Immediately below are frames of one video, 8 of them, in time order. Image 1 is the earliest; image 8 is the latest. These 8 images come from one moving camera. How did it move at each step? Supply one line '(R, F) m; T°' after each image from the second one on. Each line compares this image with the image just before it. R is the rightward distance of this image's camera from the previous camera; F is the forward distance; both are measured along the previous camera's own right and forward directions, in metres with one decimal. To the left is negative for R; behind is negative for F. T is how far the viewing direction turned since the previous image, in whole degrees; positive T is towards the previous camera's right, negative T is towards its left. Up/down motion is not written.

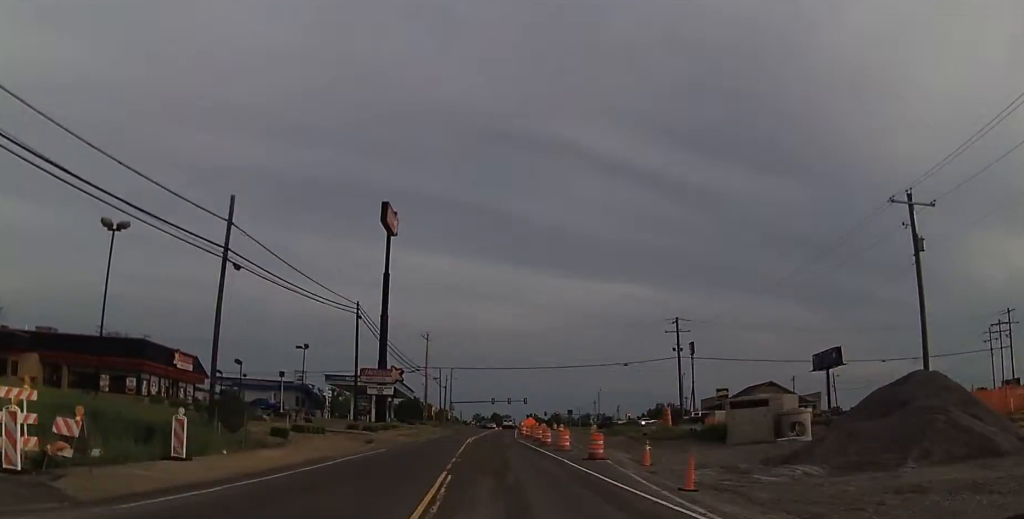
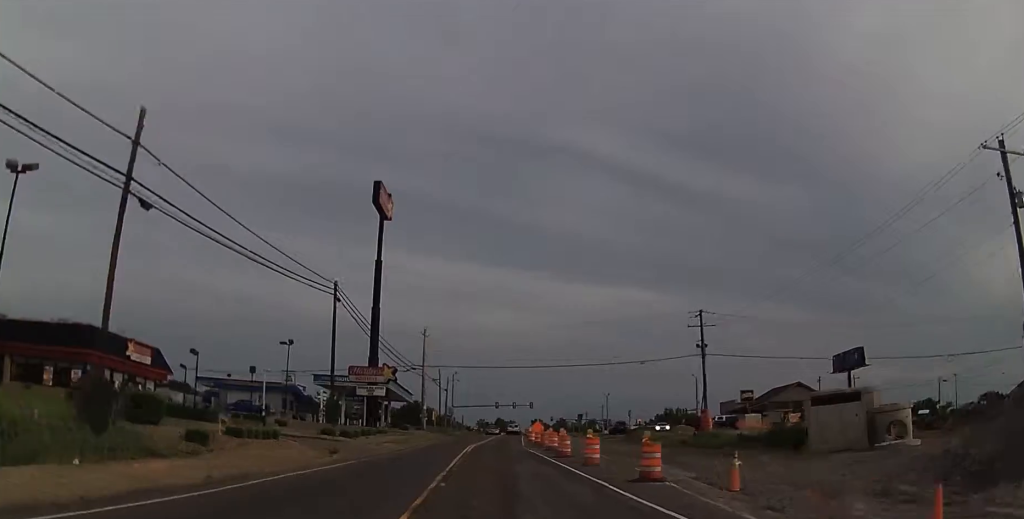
(+0.2, +7.1) m; +1°
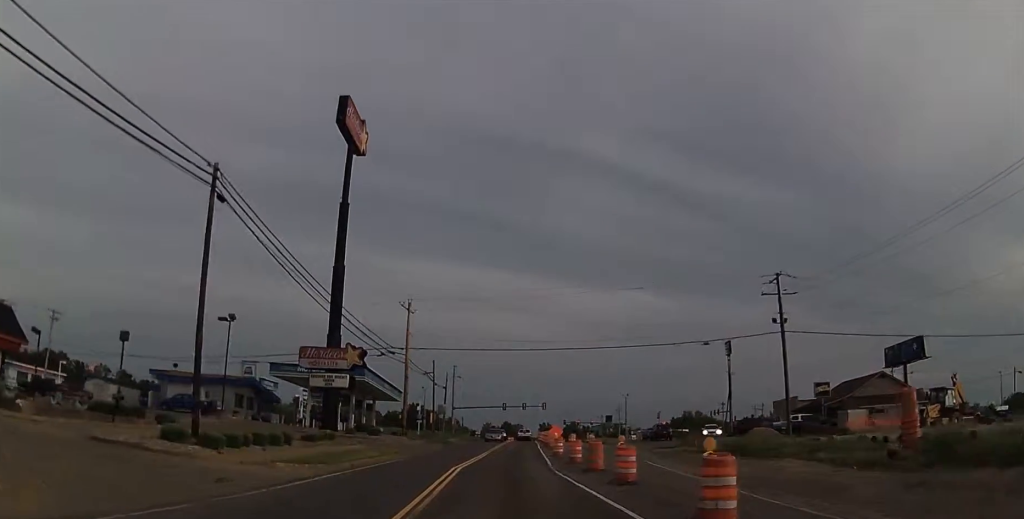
(+0.1, +20.5) m; -1°
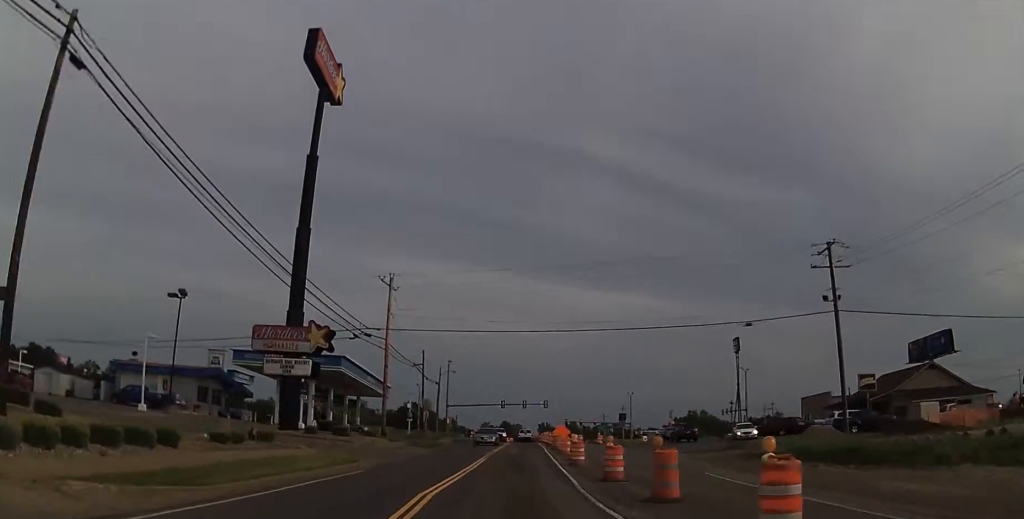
(-0.3, +10.0) m; 0°
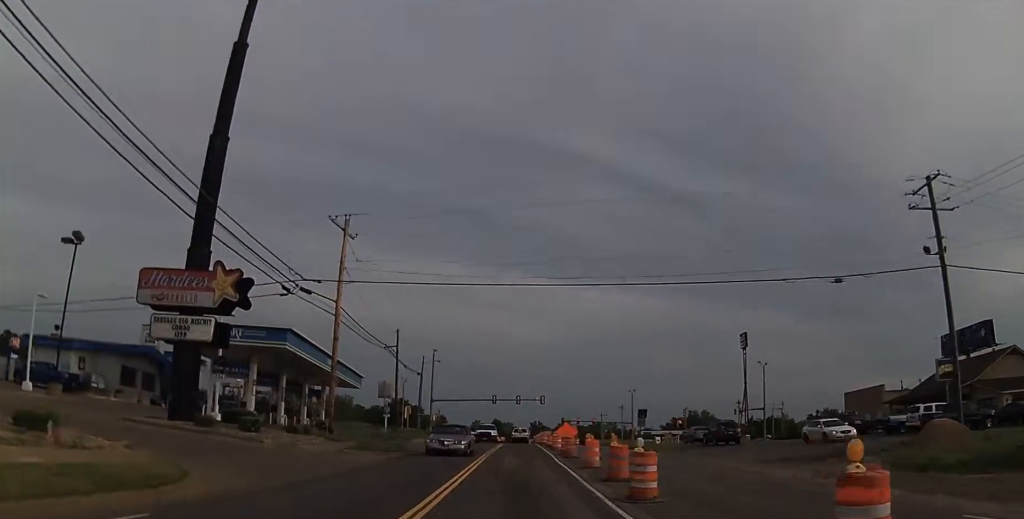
(+0.5, +13.4) m; +1°
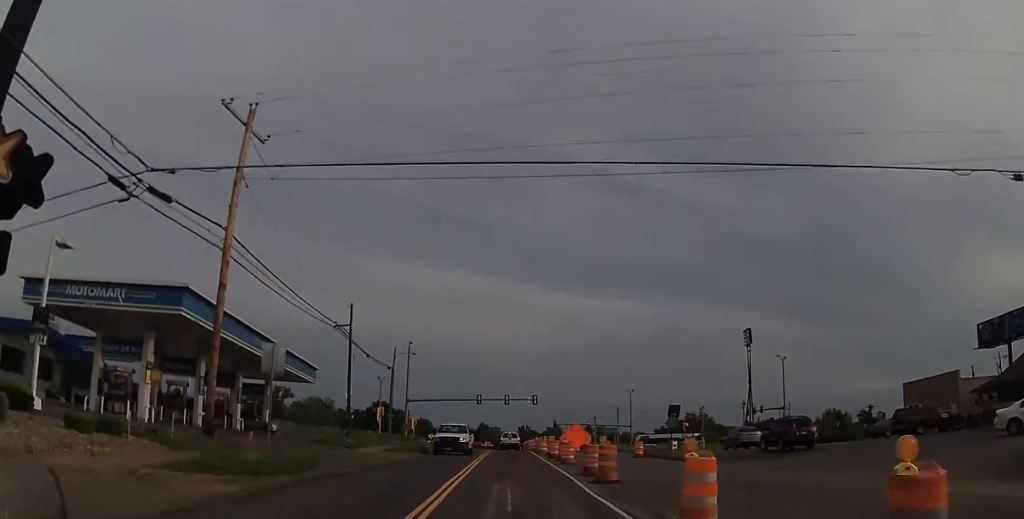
(-0.5, +14.4) m; -2°
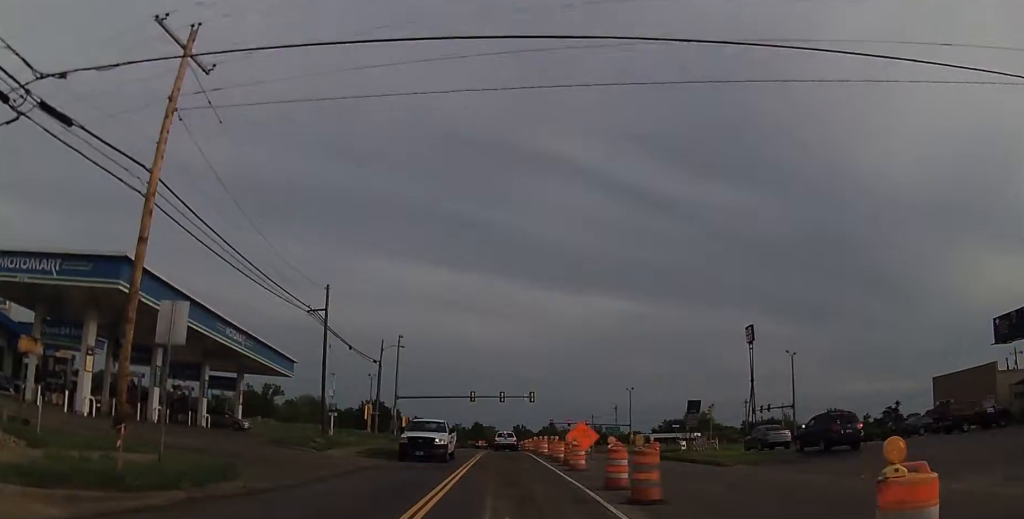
(+0.1, +6.4) m; +1°
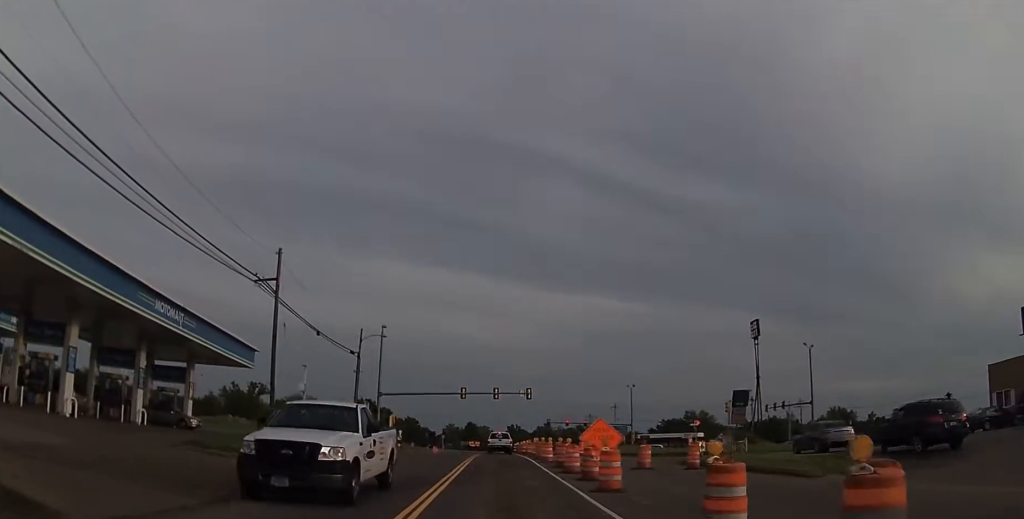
(+0.2, +7.3) m; +1°
